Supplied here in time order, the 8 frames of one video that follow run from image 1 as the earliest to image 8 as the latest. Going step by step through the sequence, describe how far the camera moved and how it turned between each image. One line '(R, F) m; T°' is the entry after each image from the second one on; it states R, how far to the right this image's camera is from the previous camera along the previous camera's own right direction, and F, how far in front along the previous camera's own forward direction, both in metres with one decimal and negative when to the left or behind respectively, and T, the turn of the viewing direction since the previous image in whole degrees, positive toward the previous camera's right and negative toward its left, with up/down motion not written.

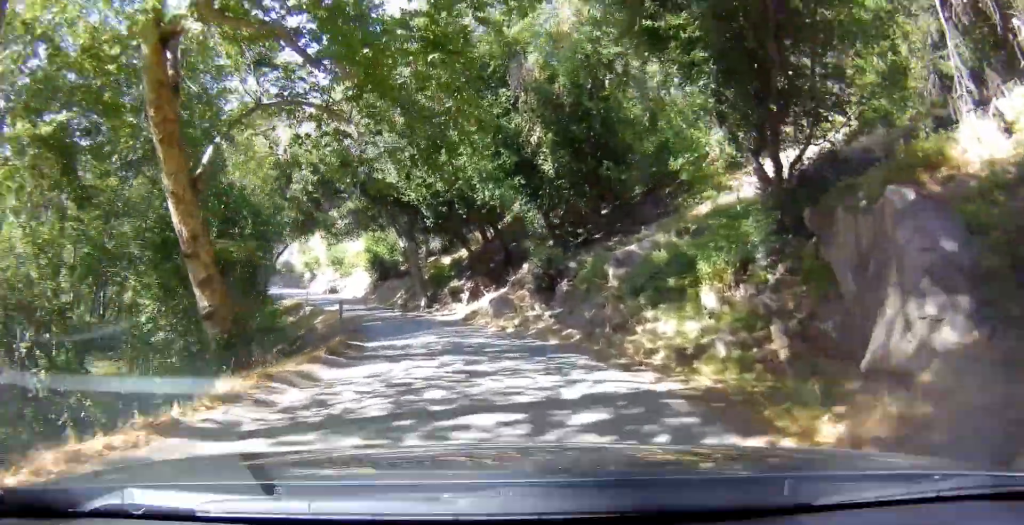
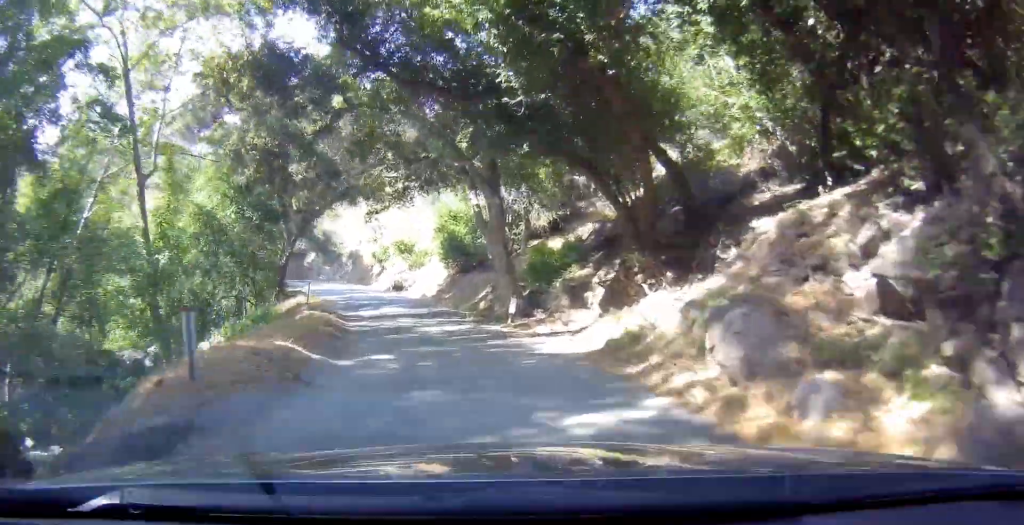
(-0.7, +18.3) m; -4°
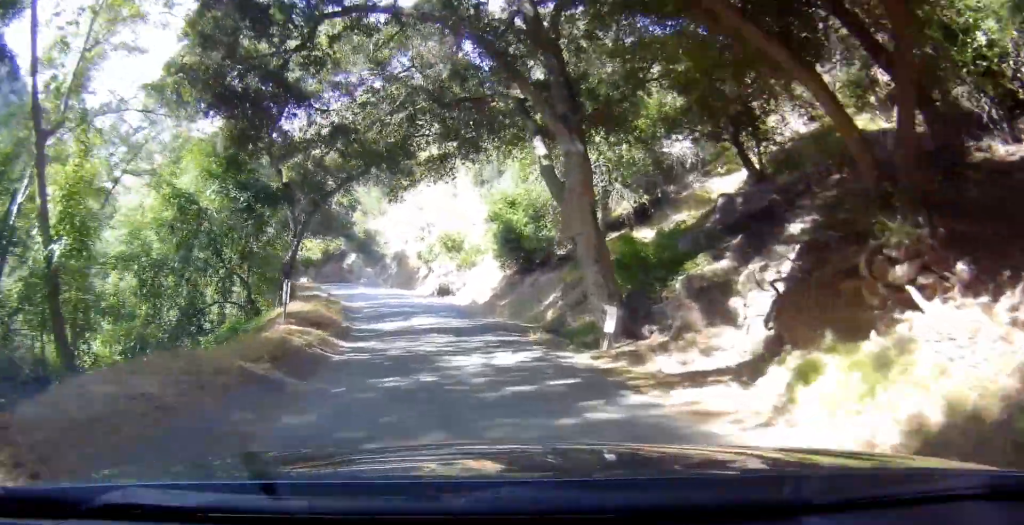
(-0.3, +8.6) m; -2°
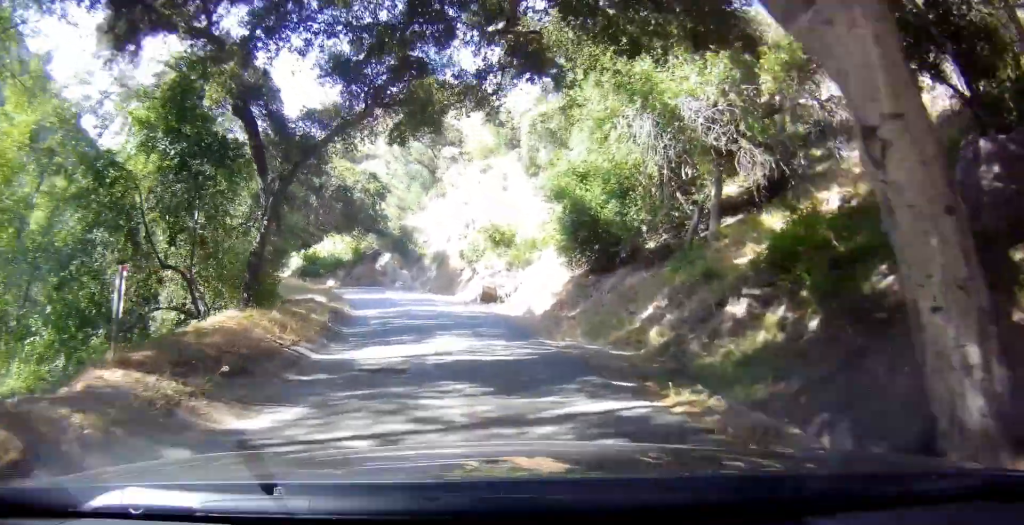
(-0.1, +9.6) m; -4°
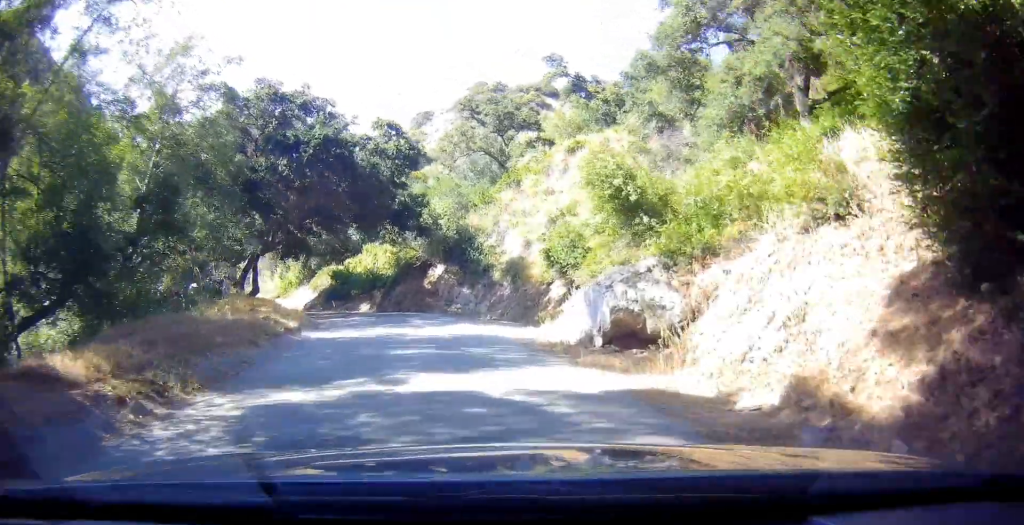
(-2.2, +18.5) m; -14°
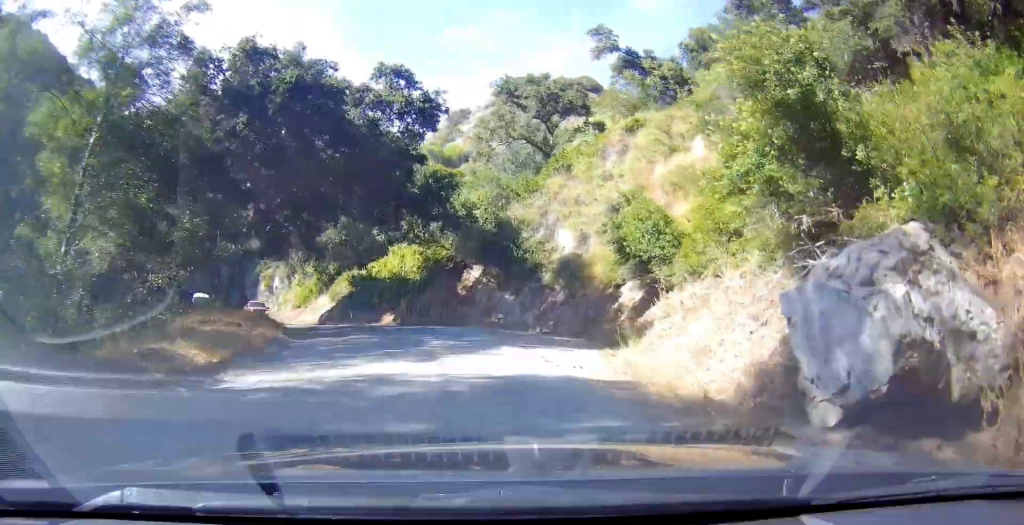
(-0.5, +8.3) m; -4°
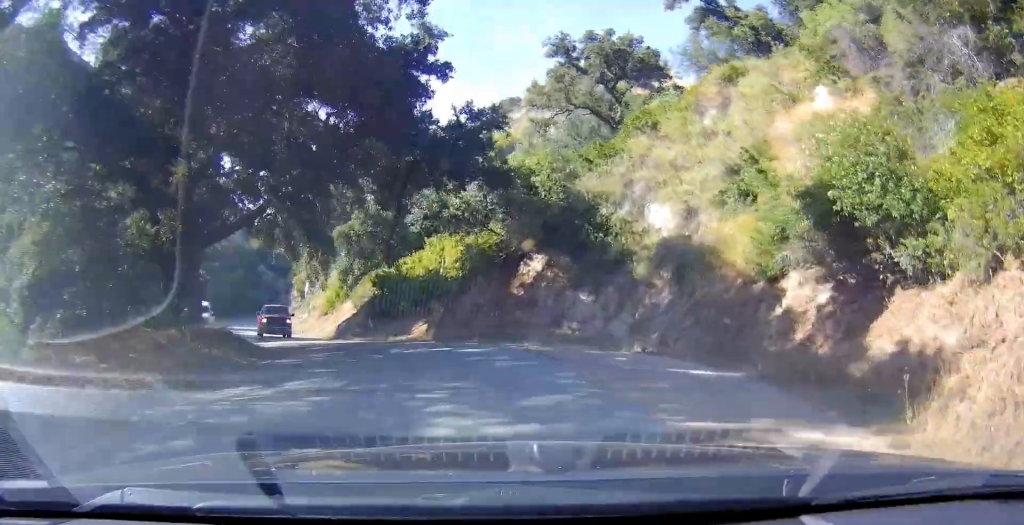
(0.0, +10.9) m; -6°
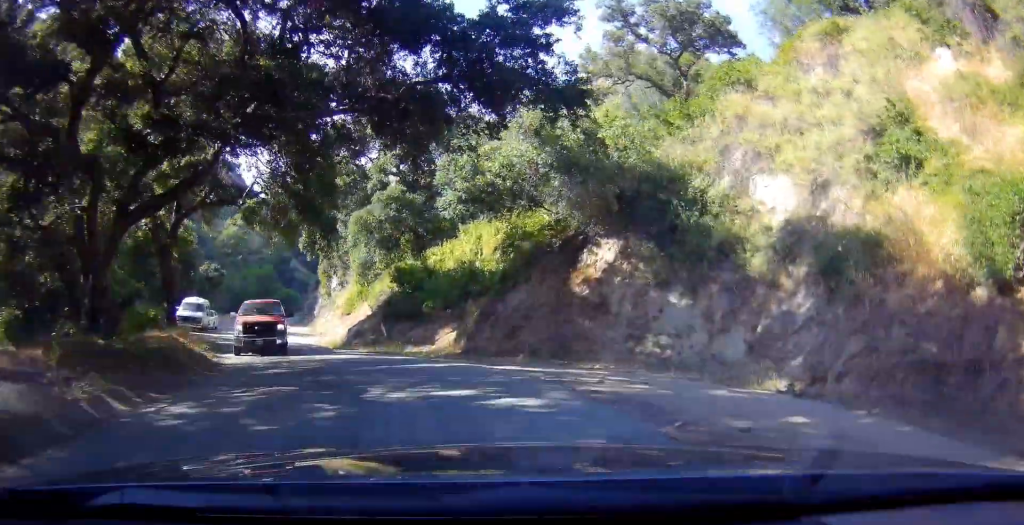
(-0.8, +7.8) m; -5°
